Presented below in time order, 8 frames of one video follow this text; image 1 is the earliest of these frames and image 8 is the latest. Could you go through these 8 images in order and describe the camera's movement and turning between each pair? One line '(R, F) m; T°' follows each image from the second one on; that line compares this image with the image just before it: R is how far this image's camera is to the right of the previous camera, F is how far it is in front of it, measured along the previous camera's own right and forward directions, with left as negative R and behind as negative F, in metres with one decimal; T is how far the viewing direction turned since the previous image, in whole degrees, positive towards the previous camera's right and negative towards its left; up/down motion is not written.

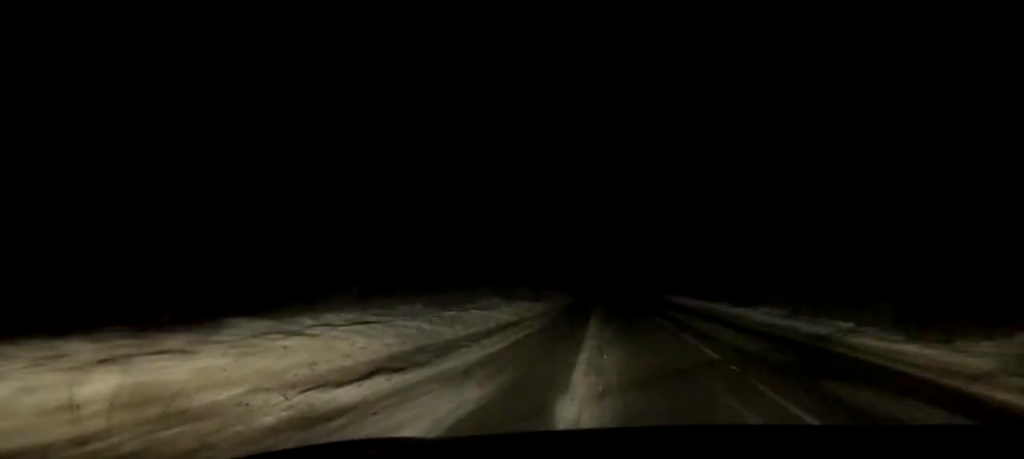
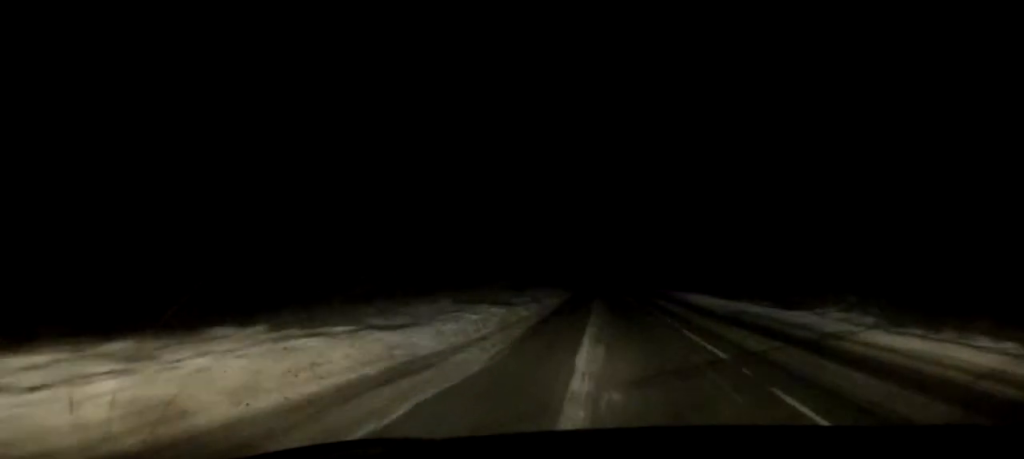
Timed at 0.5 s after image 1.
(0.0, +9.6) m; 0°
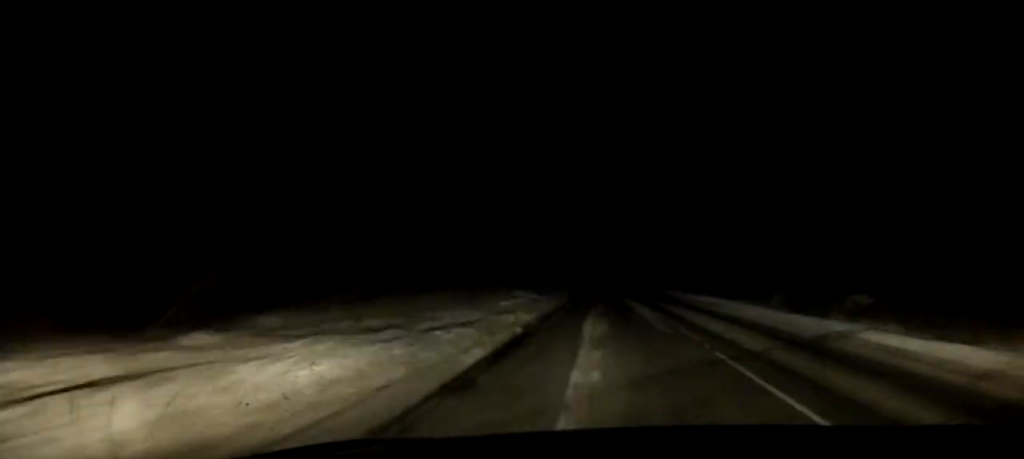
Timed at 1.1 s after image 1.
(0.0, +13.9) m; 0°
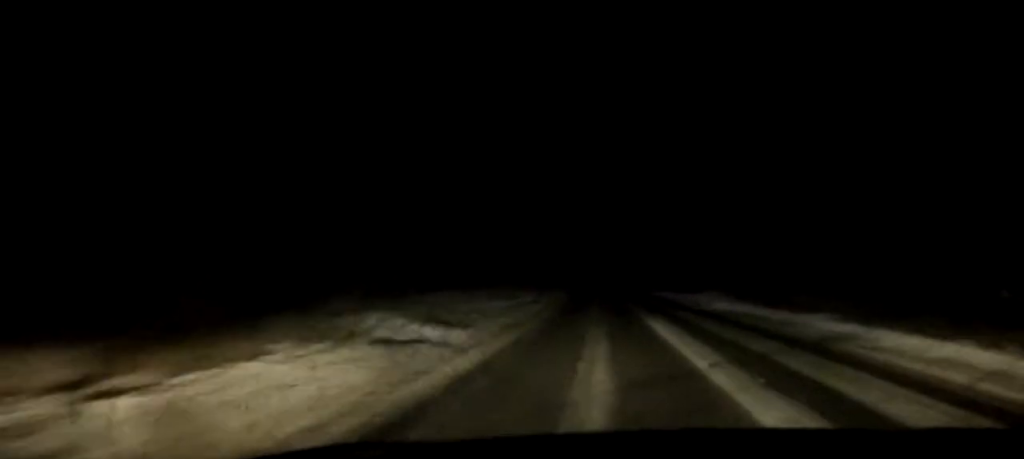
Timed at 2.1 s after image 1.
(0.0, +21.6) m; 0°
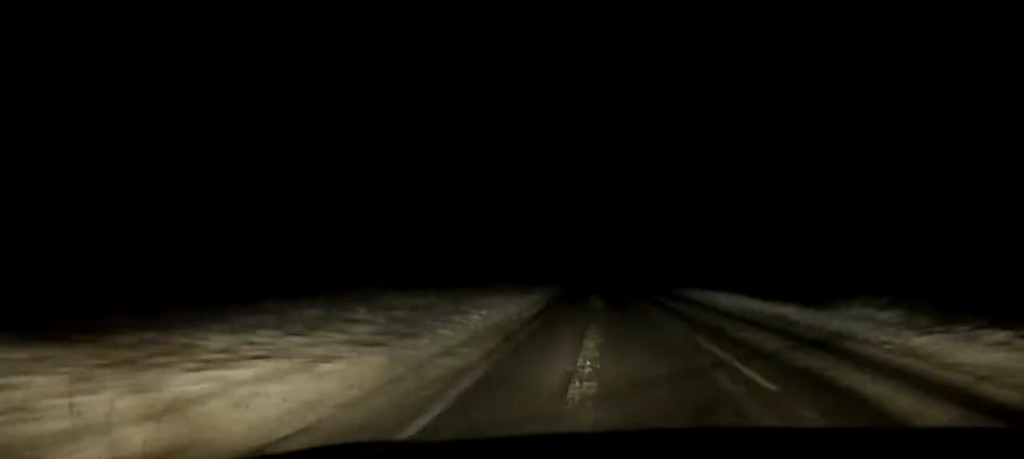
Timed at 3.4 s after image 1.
(-0.1, +29.2) m; -1°
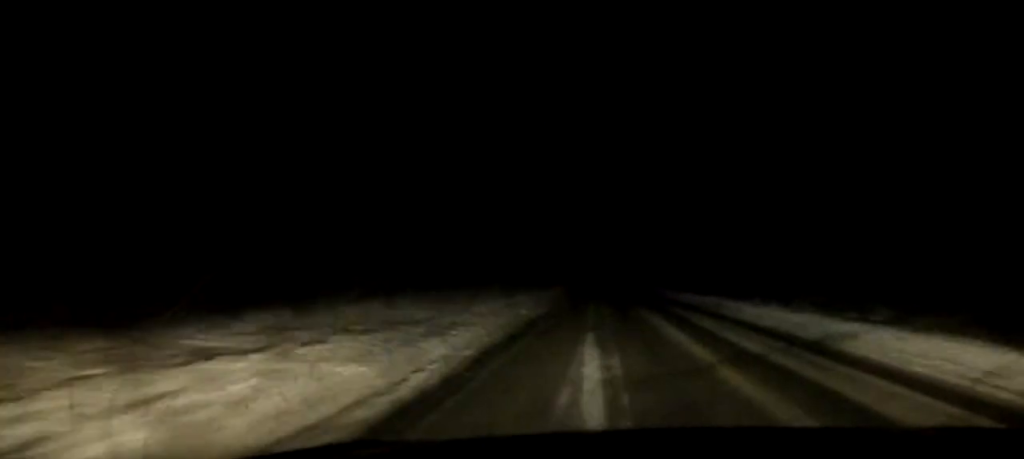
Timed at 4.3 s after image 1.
(-0.1, +20.5) m; 0°
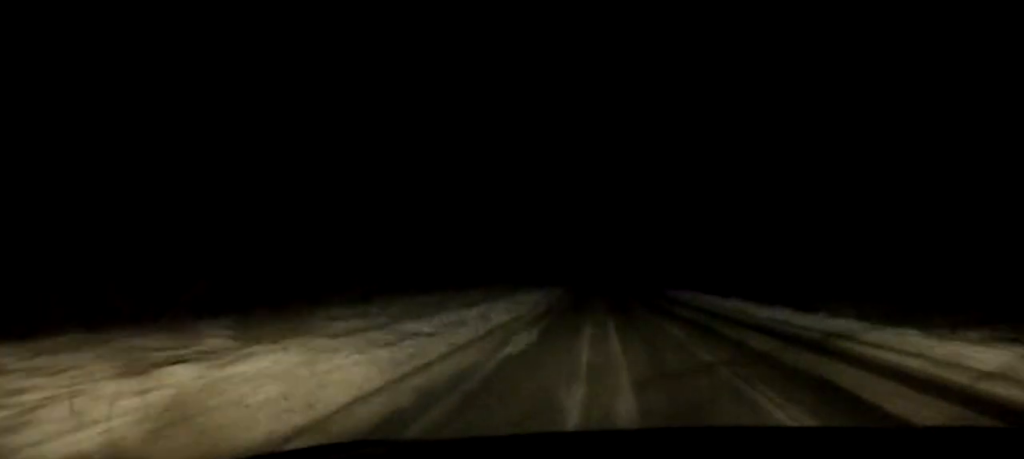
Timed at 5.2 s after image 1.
(-0.1, +20.2) m; 0°
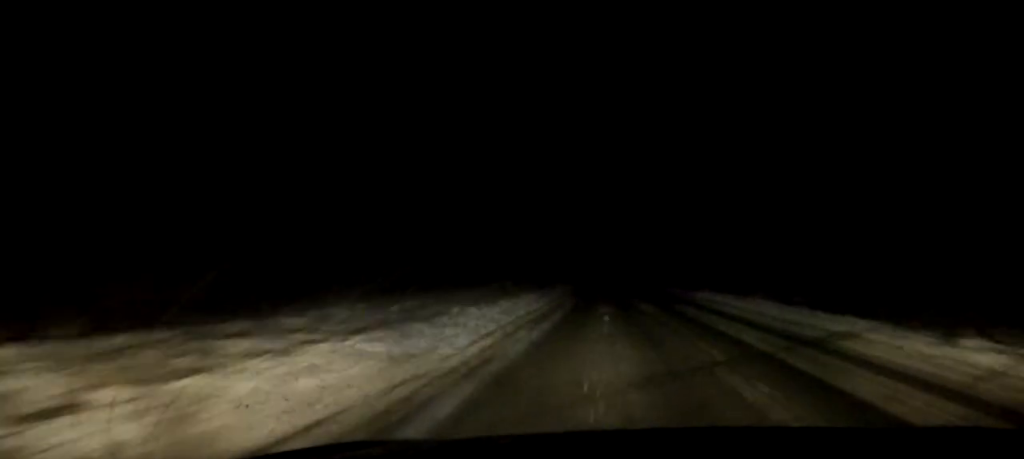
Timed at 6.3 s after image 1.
(-0.1, +22.0) m; -1°
